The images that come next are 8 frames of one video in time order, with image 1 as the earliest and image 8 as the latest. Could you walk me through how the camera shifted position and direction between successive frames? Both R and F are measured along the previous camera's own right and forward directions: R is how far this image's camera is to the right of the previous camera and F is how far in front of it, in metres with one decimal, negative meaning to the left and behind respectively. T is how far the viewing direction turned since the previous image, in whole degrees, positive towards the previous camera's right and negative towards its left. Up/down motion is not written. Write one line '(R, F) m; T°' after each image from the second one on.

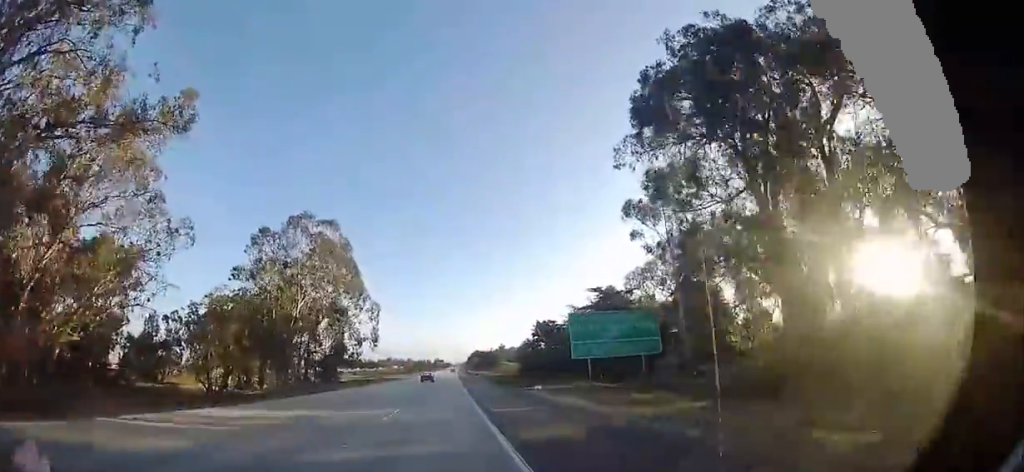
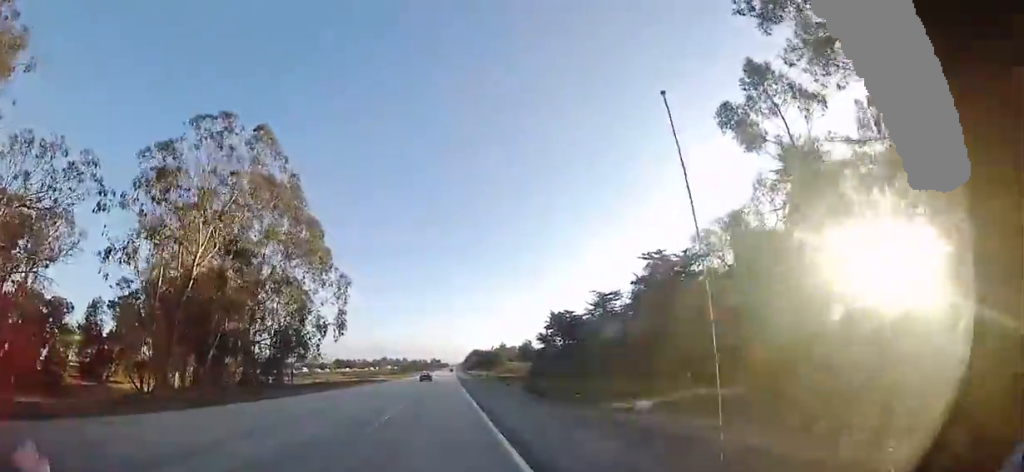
(+0.1, +16.9) m; 0°
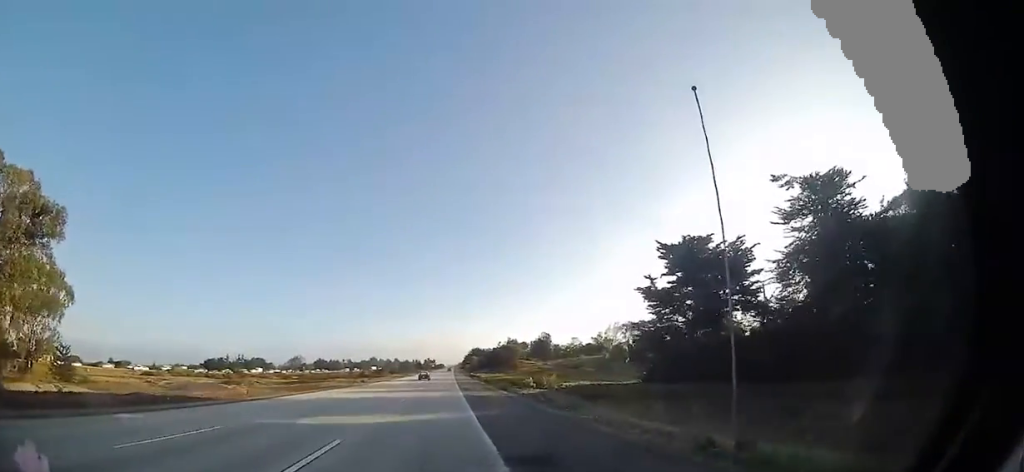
(+0.1, +48.0) m; 0°
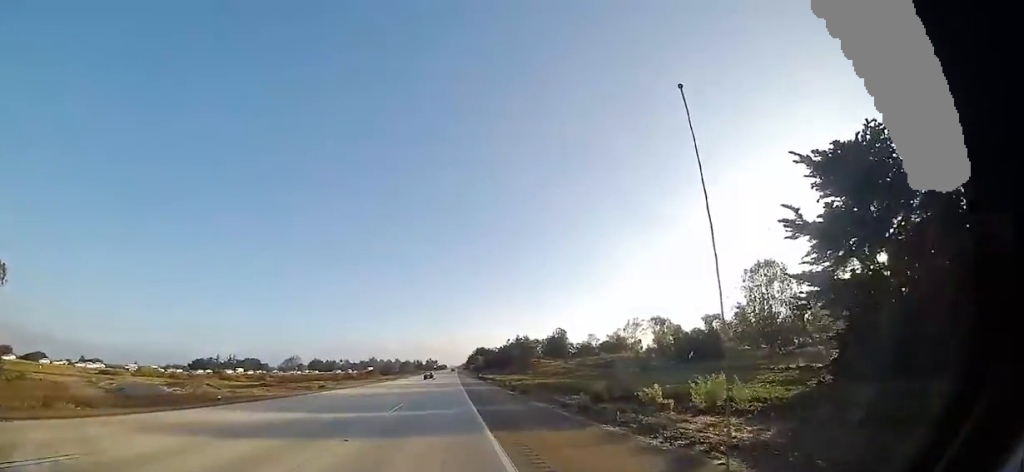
(0.0, +19.3) m; 0°
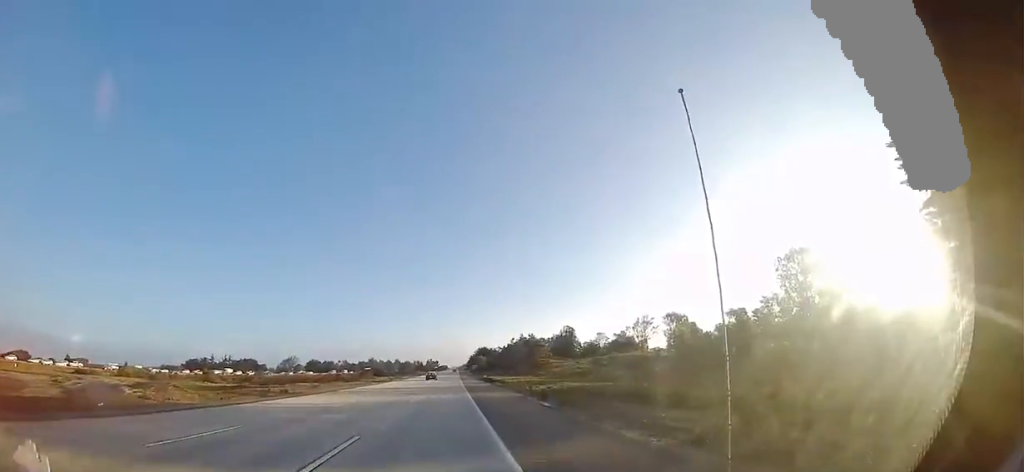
(0.0, +8.9) m; 0°
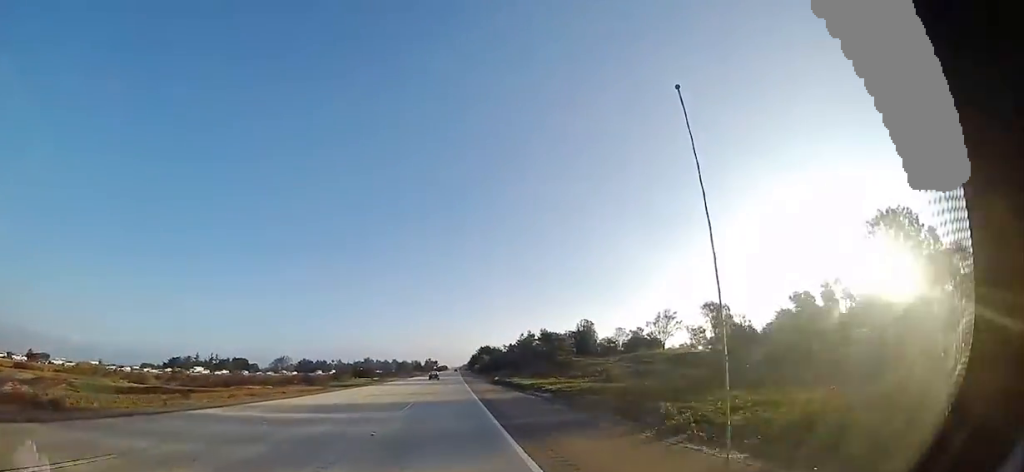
(-0.1, +19.2) m; +1°
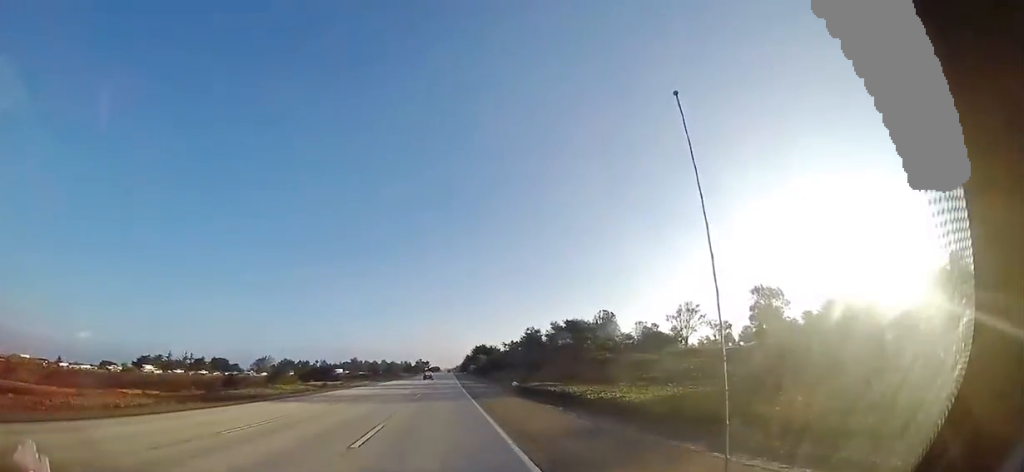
(+0.6, +21.7) m; +1°
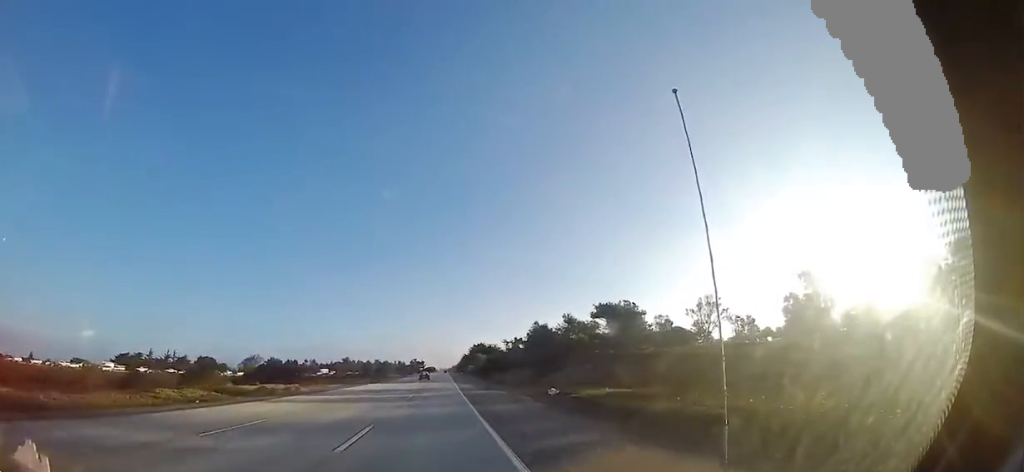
(0.0, +14.9) m; 0°
